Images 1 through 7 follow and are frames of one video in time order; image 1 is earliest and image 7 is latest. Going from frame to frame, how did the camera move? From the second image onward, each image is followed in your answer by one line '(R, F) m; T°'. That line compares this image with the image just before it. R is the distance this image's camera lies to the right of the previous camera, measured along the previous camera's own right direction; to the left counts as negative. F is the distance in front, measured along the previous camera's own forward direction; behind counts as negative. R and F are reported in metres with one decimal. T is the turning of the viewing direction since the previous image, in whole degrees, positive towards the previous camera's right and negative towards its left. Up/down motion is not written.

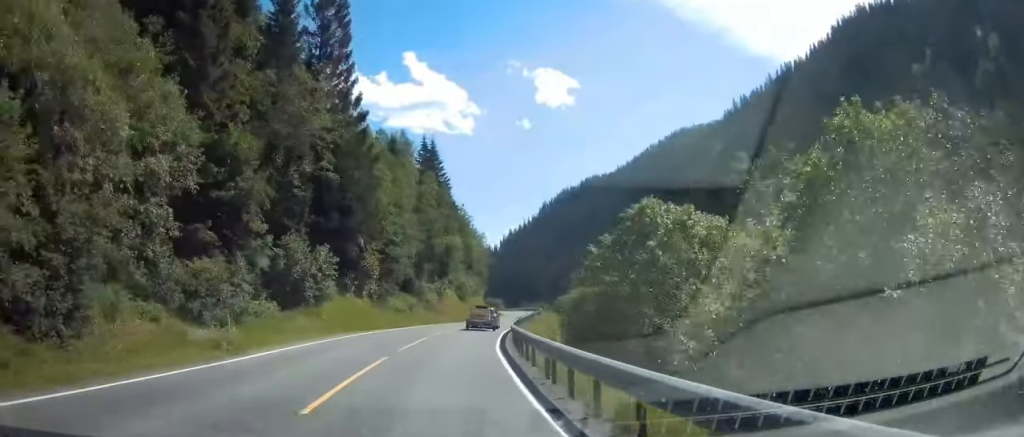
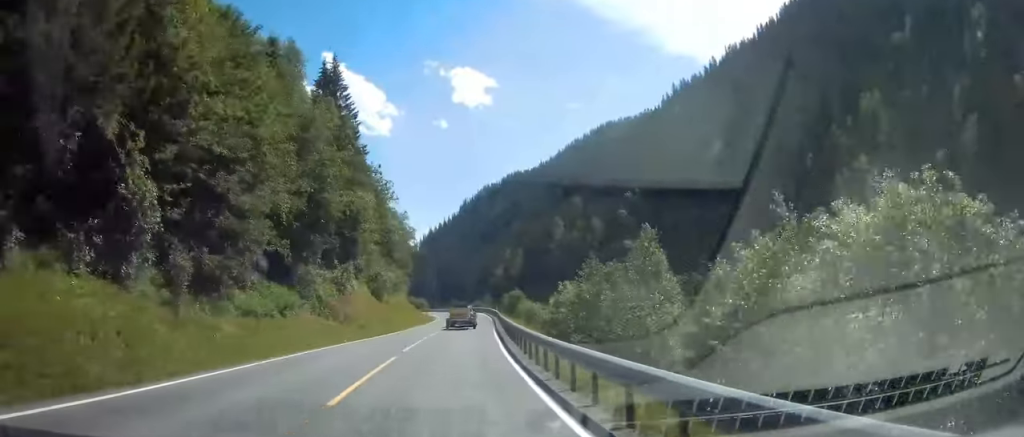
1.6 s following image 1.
(+0.1, +35.5) m; +8°
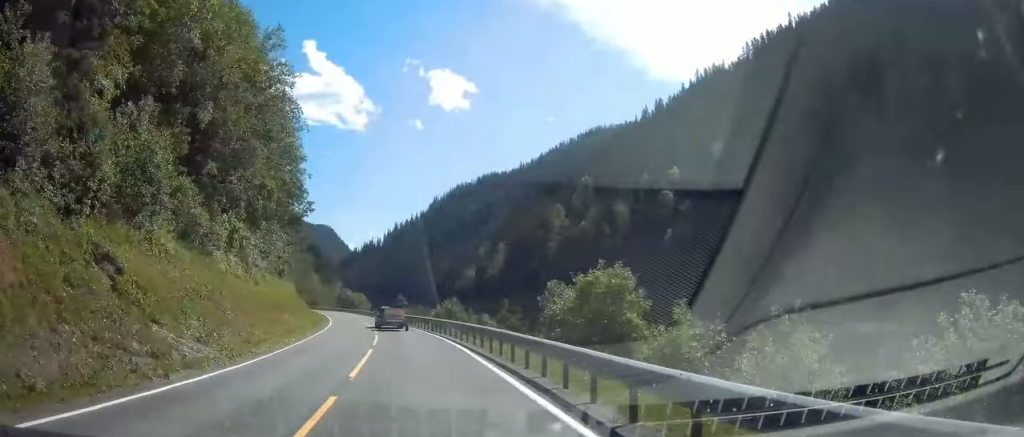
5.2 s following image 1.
(+13.8, +74.8) m; +12°
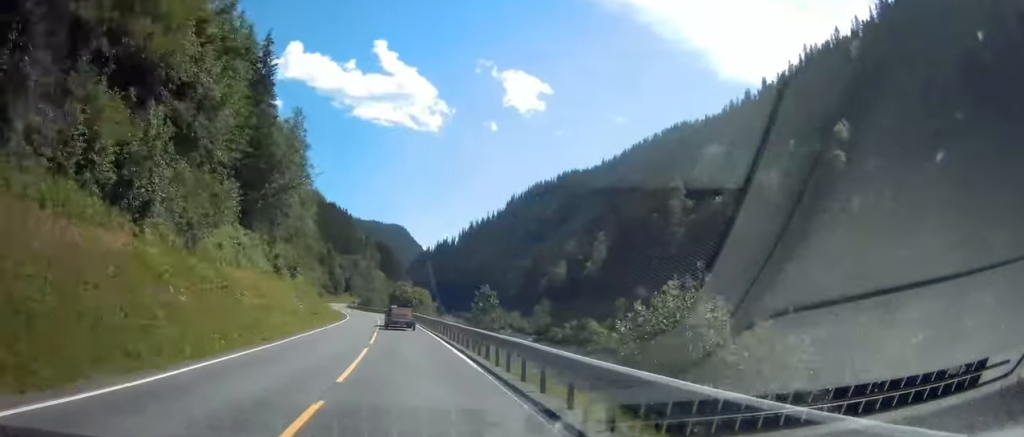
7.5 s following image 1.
(-1.2, +47.4) m; -3°
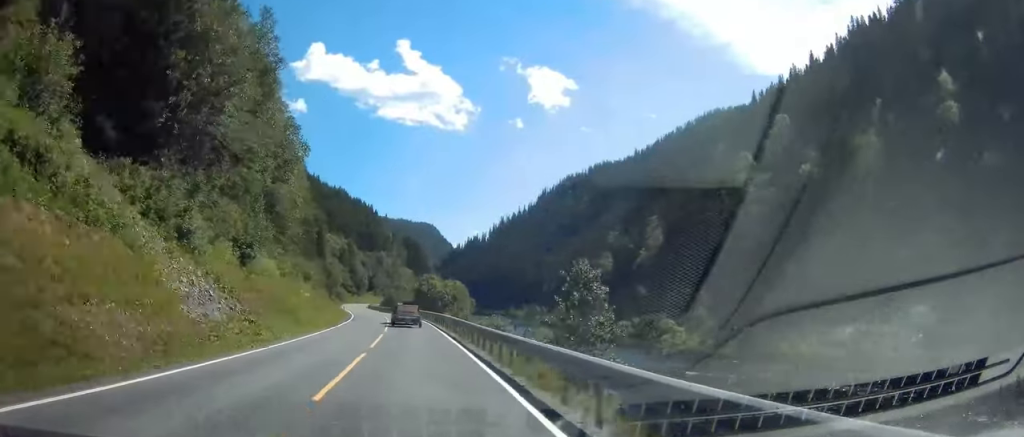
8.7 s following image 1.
(-0.4, +26.3) m; -2°
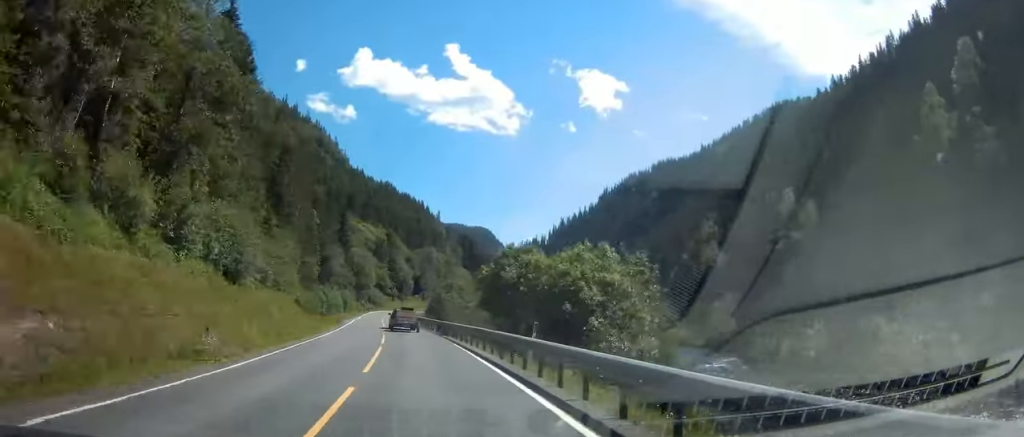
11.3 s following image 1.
(-2.4, +54.2) m; -5°
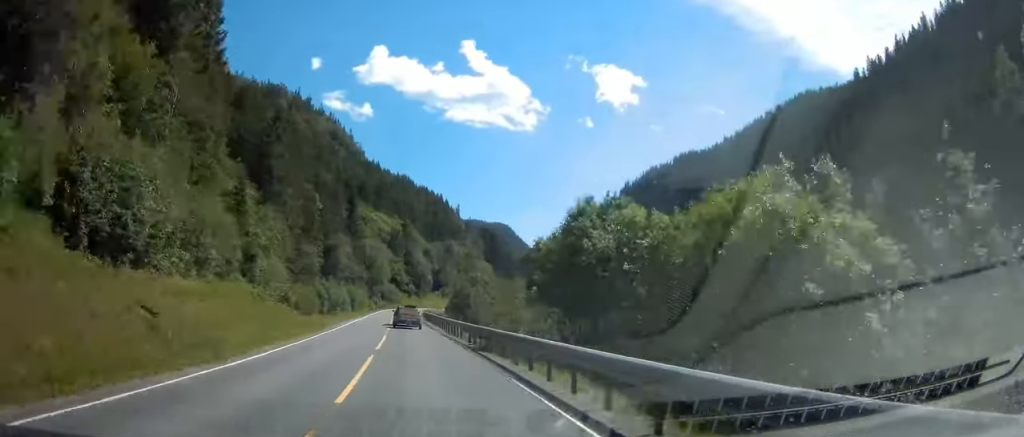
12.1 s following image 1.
(-0.3, +17.8) m; -2°
